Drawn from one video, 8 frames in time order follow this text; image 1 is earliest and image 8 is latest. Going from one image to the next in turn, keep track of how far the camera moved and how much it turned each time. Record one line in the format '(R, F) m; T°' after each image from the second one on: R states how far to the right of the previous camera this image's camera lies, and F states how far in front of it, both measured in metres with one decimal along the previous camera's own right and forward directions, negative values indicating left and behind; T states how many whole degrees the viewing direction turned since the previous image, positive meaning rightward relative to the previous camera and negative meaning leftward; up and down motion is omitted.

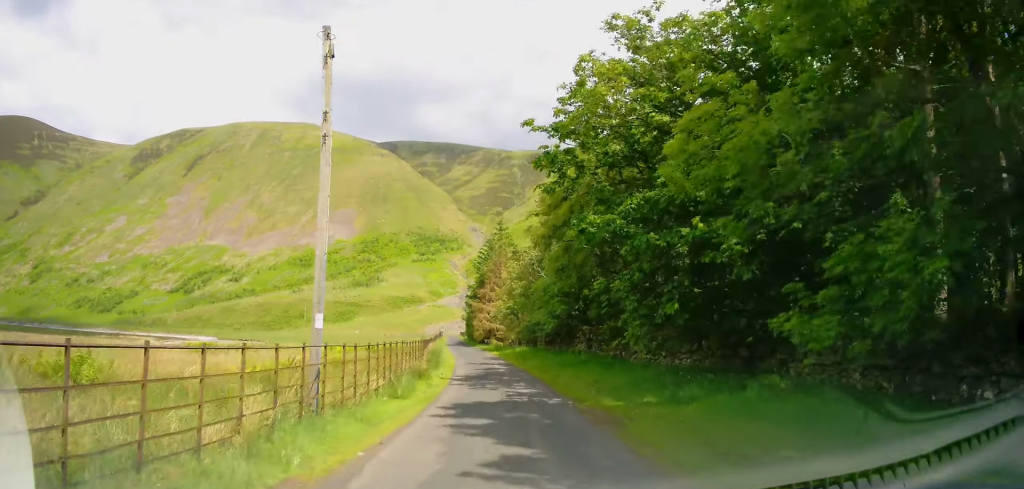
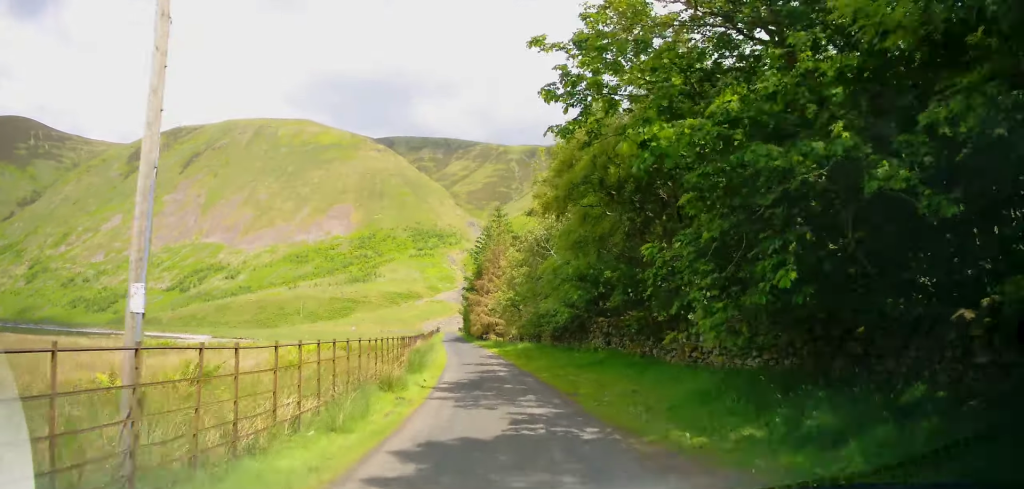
(0.0, +4.5) m; 0°
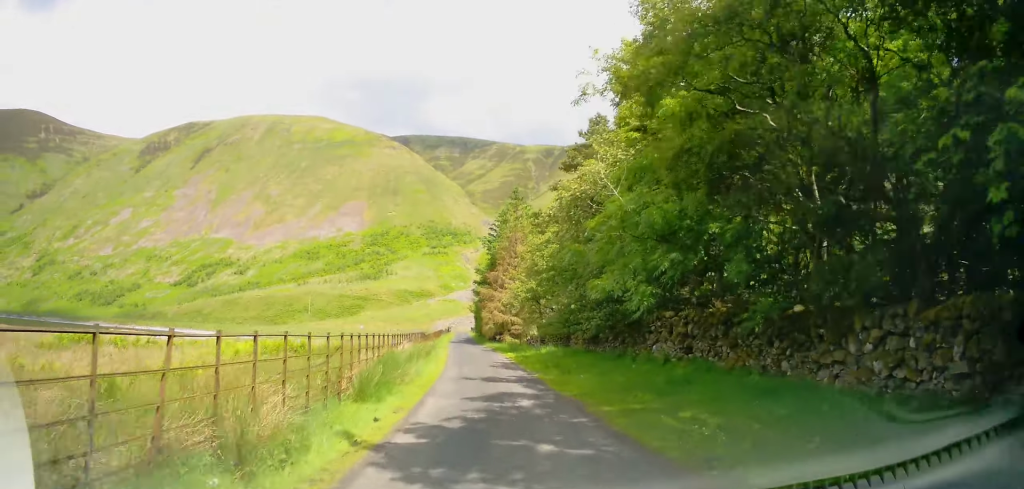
(0.0, +7.5) m; 0°
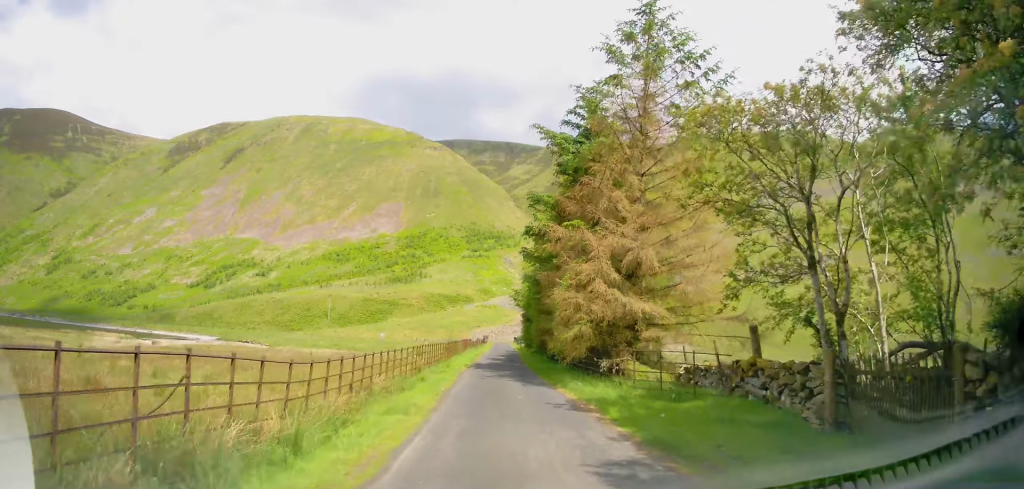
(0.0, +30.6) m; 0°
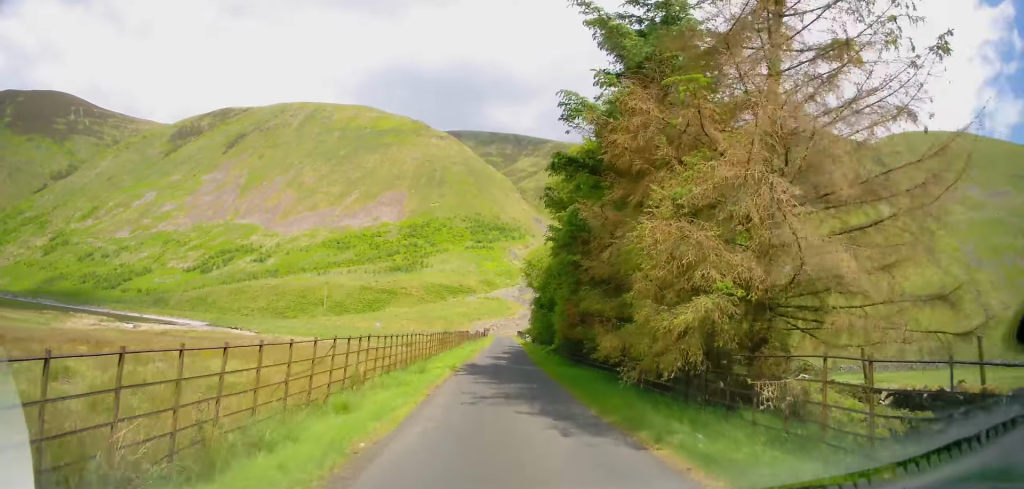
(0.0, +8.8) m; 0°
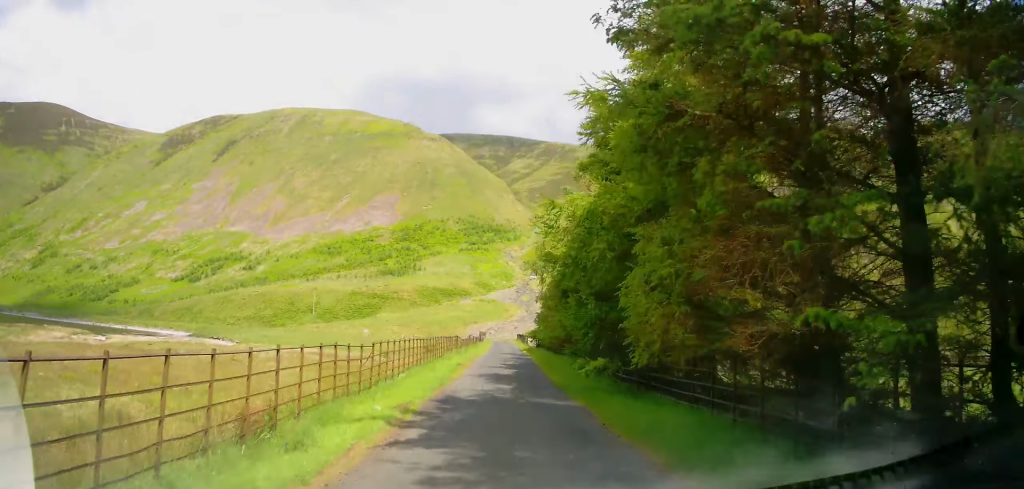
(0.0, +9.5) m; 0°
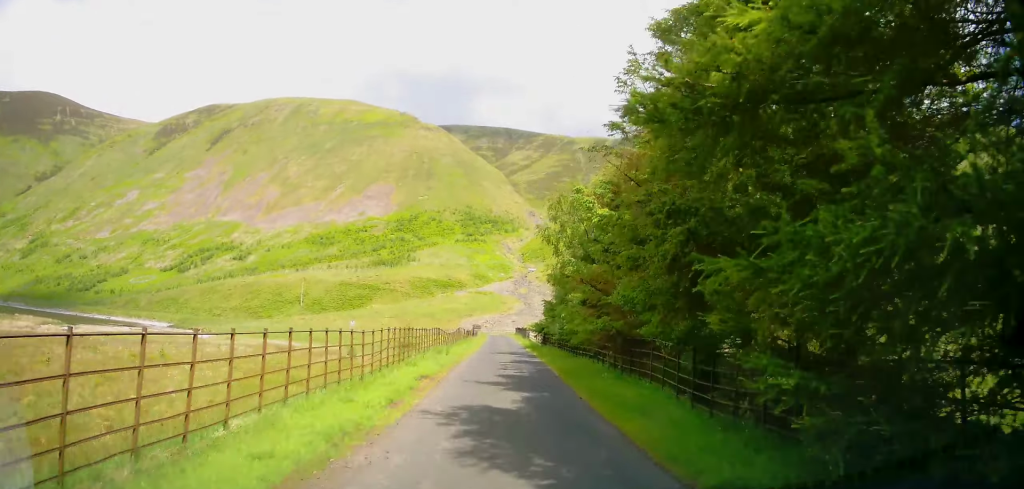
(0.0, +9.4) m; 0°
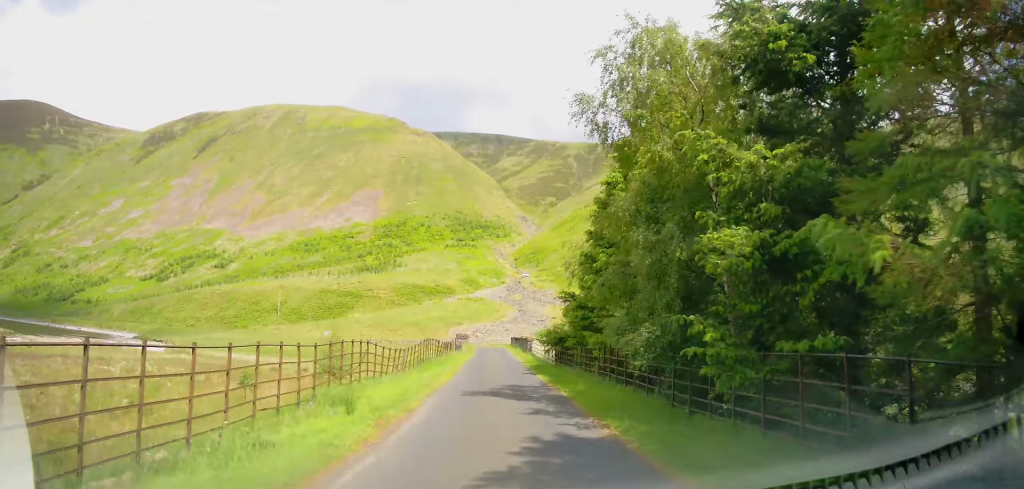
(0.0, +13.6) m; 0°
